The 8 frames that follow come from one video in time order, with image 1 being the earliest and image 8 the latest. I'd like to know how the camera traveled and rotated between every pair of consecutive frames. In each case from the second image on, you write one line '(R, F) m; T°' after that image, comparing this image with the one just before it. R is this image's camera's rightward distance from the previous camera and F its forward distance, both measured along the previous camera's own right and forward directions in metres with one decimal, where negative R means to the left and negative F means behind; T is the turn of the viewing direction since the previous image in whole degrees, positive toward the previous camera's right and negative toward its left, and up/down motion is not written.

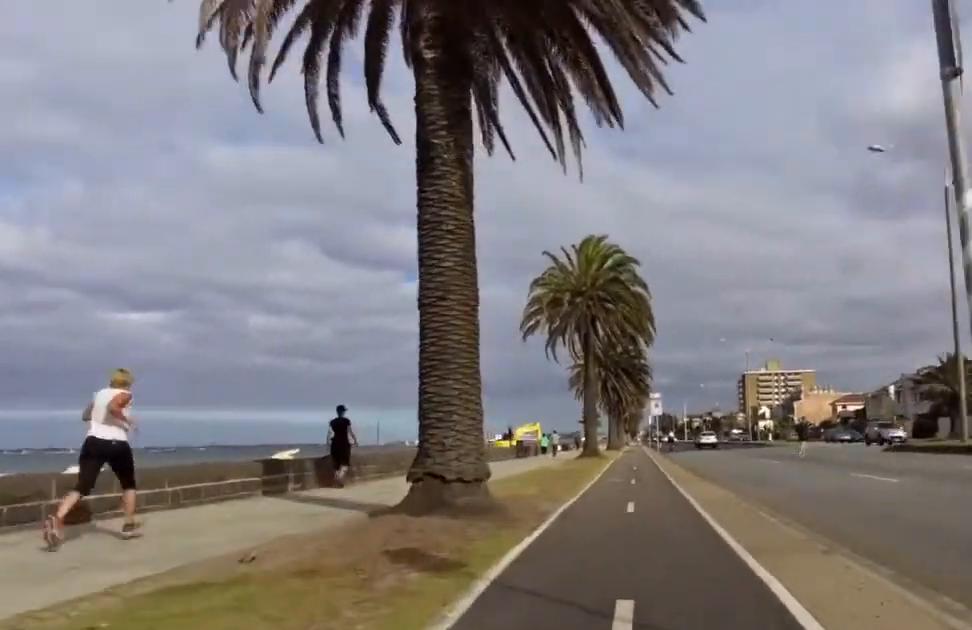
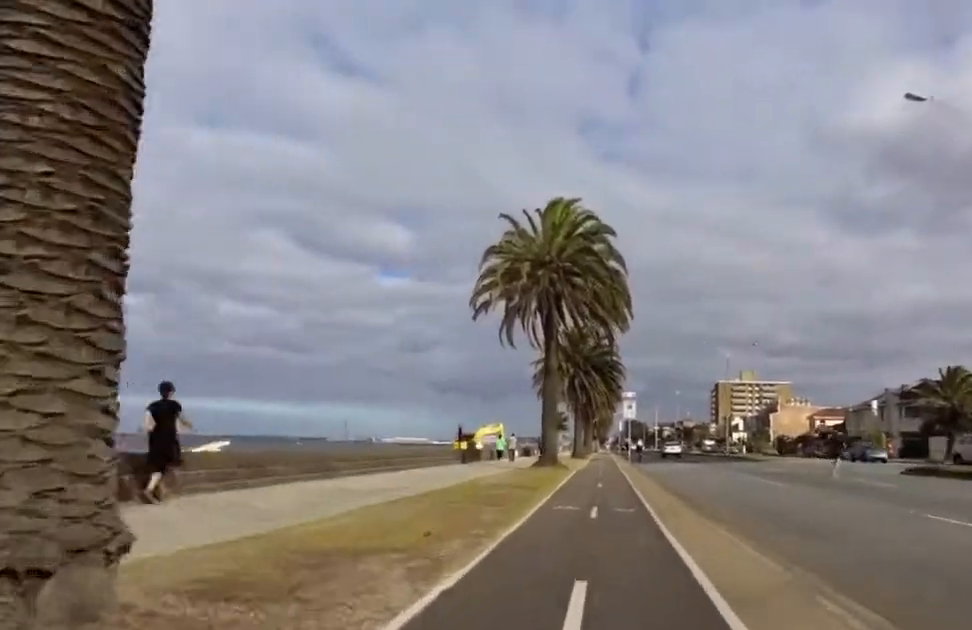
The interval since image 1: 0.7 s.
(+0.8, +6.6) m; -3°
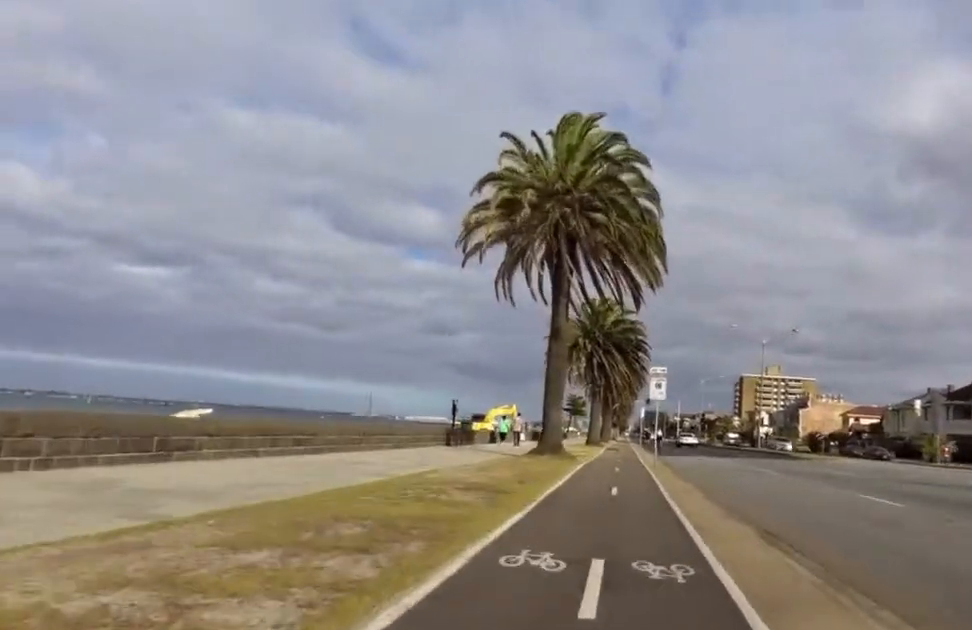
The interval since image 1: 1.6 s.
(-0.7, +7.8) m; -1°
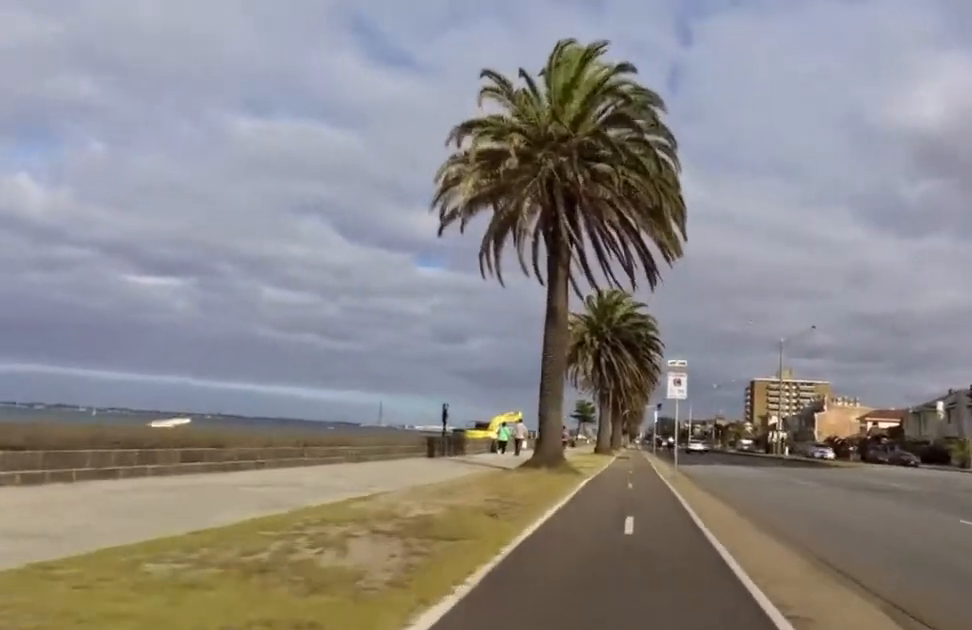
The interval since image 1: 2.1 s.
(-0.5, +4.5) m; 0°
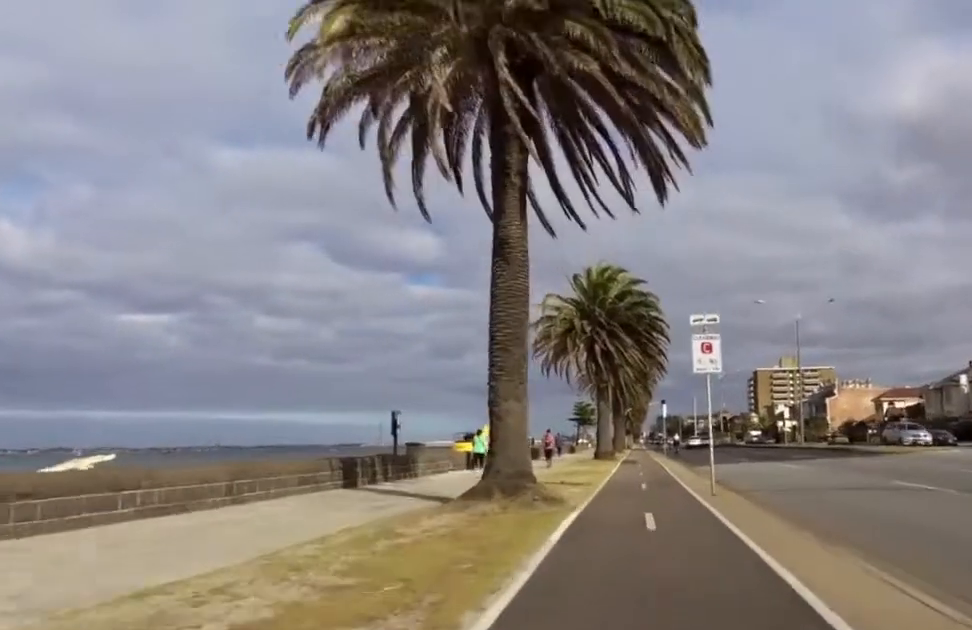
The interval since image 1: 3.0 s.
(+1.4, +8.0) m; +4°
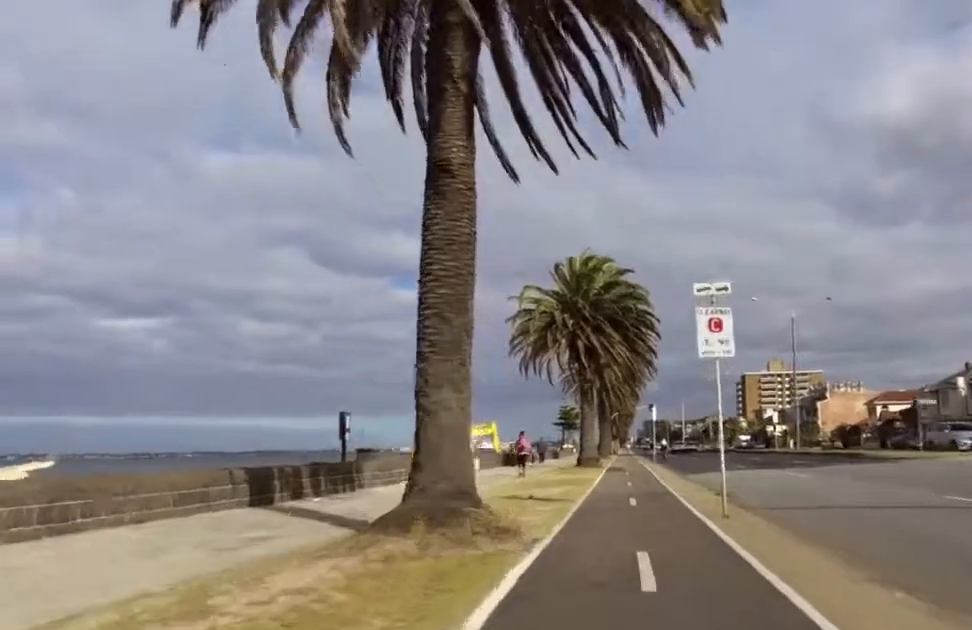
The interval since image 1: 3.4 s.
(-0.4, +3.5) m; 0°
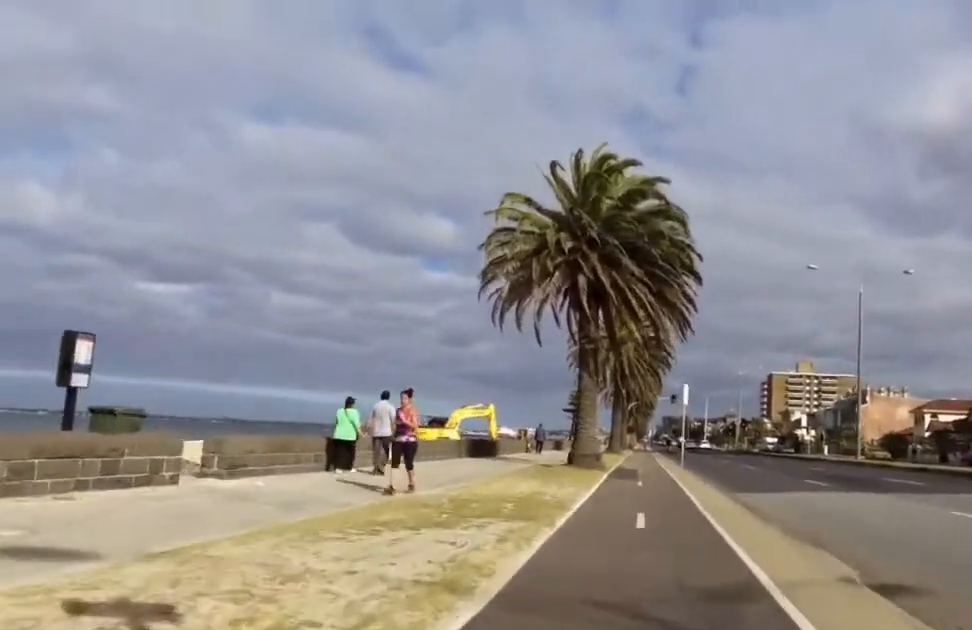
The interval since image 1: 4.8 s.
(+0.2, +11.7) m; +4°
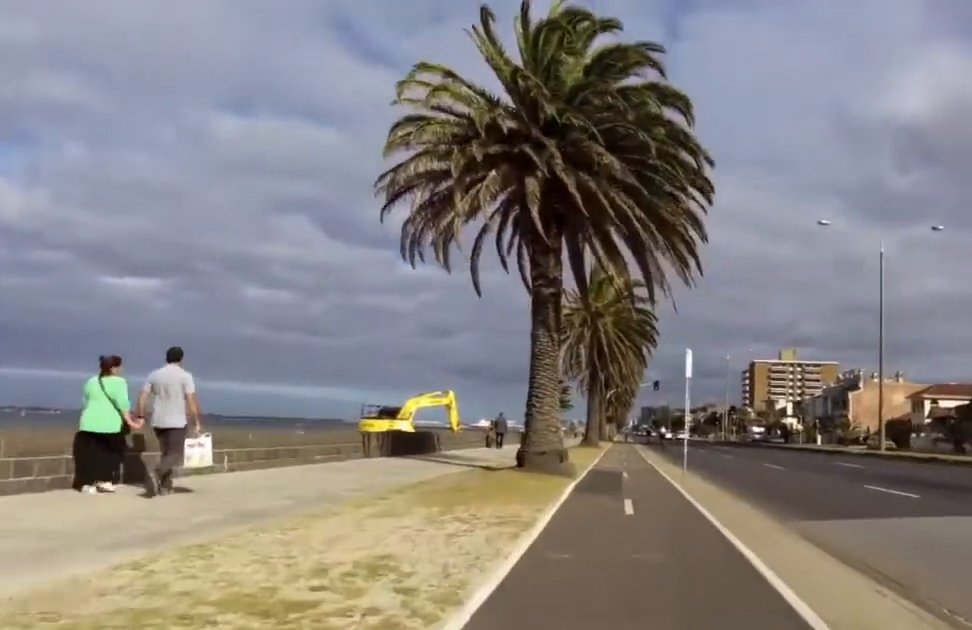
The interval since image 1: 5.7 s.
(0.0, +7.8) m; +1°
